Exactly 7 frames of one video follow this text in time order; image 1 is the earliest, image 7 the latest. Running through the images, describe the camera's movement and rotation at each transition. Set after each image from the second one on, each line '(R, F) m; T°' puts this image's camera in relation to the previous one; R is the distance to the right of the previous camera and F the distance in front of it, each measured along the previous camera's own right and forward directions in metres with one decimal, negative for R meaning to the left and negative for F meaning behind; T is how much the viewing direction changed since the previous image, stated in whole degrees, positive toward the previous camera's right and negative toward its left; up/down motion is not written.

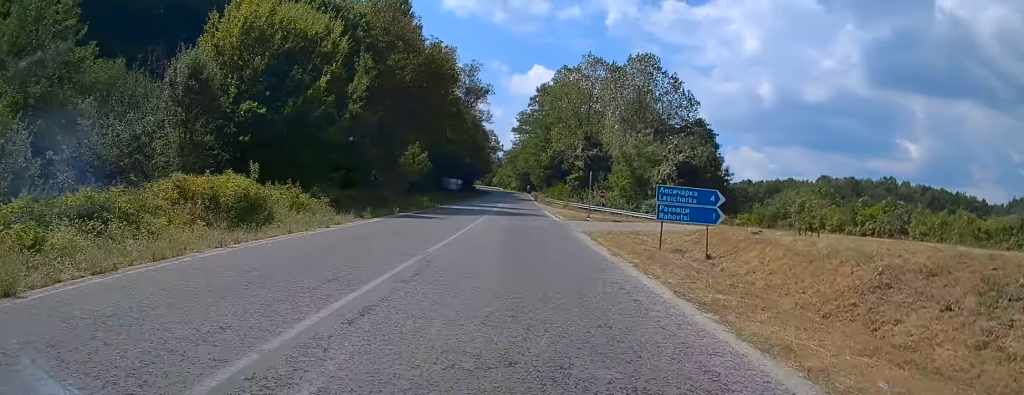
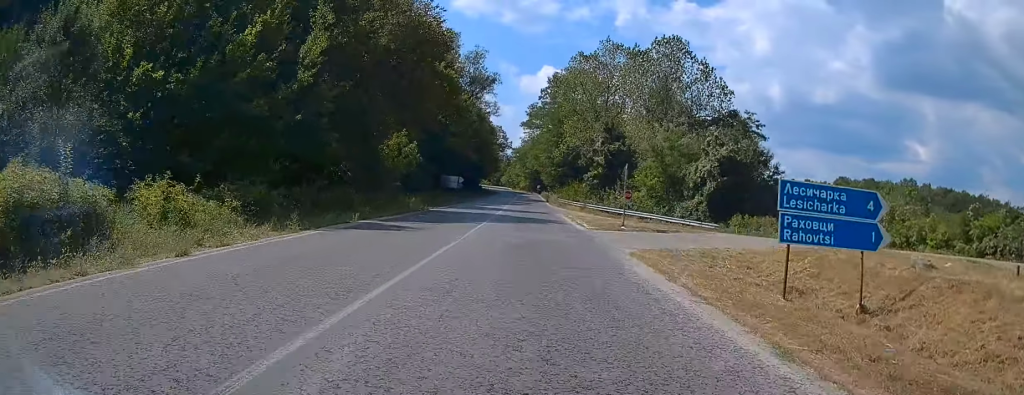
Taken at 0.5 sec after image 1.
(-0.1, +9.7) m; -1°
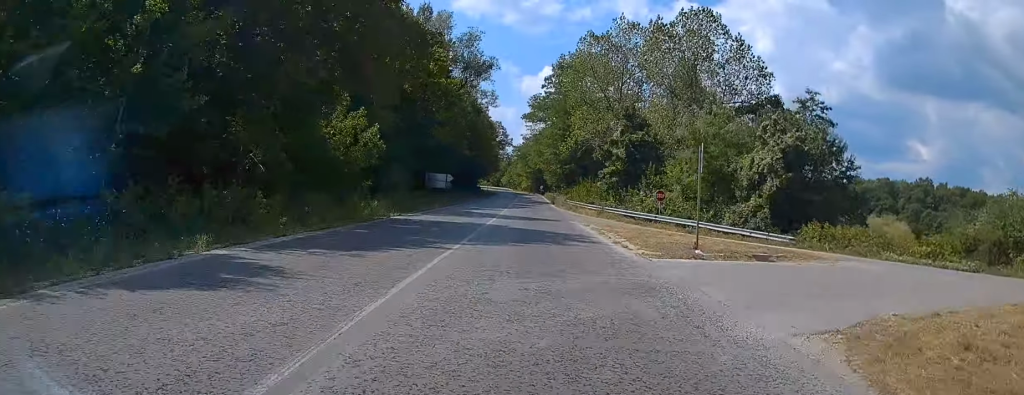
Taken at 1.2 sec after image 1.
(-0.2, +11.5) m; 0°
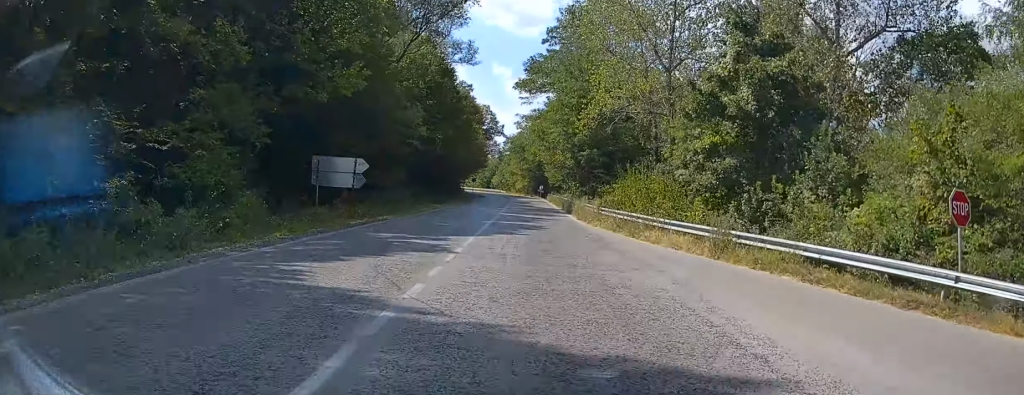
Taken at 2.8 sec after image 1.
(+0.3, +29.2) m; +1°
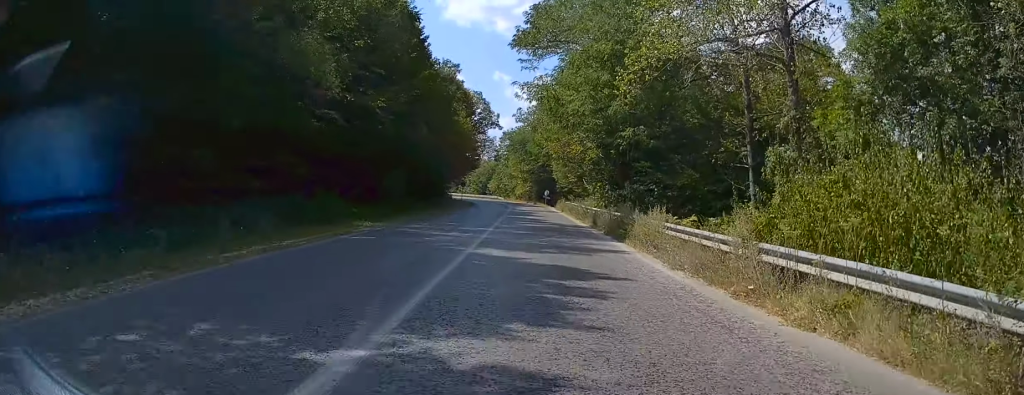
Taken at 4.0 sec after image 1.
(-0.2, +22.0) m; -1°
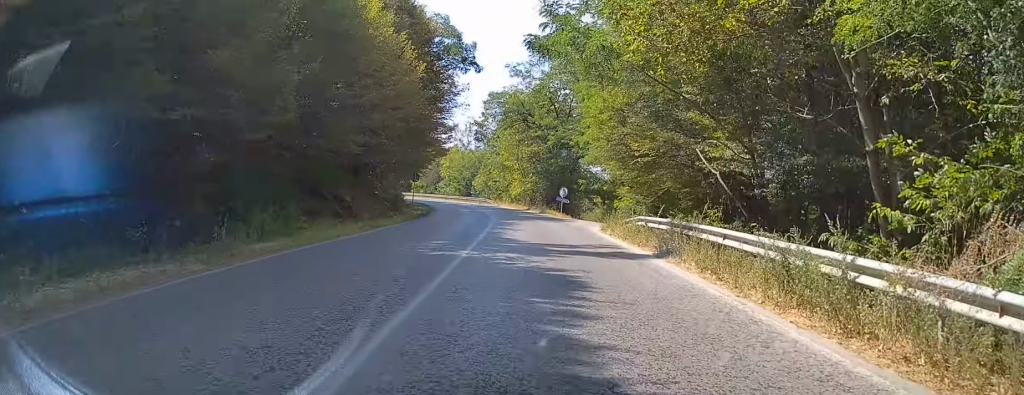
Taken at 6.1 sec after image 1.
(+0.5, +38.9) m; +1°
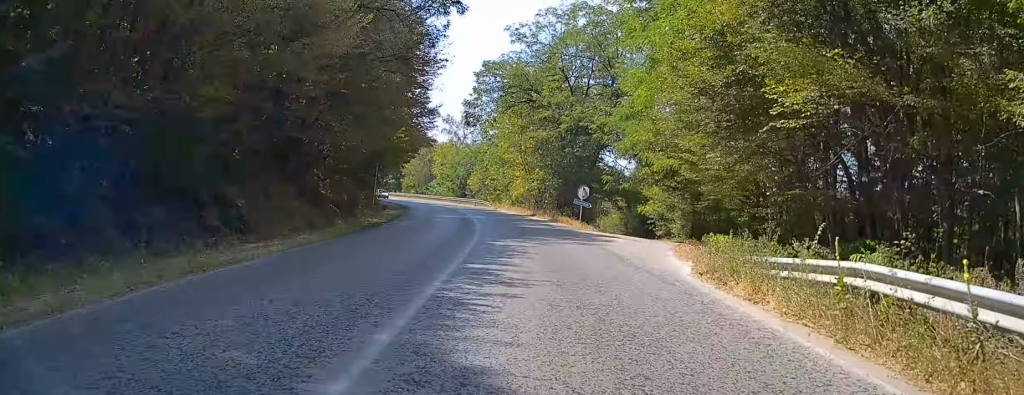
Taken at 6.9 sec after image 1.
(0.0, +14.3) m; -1°
